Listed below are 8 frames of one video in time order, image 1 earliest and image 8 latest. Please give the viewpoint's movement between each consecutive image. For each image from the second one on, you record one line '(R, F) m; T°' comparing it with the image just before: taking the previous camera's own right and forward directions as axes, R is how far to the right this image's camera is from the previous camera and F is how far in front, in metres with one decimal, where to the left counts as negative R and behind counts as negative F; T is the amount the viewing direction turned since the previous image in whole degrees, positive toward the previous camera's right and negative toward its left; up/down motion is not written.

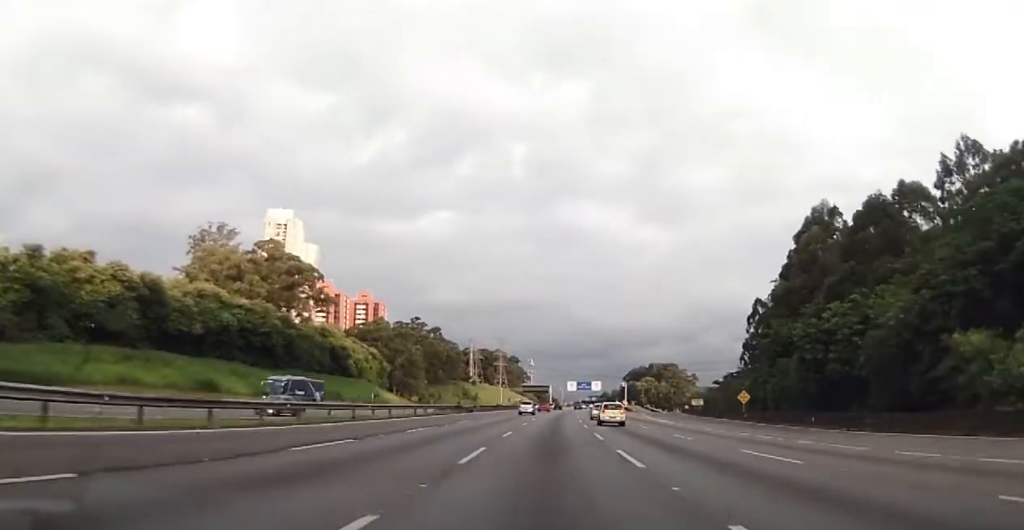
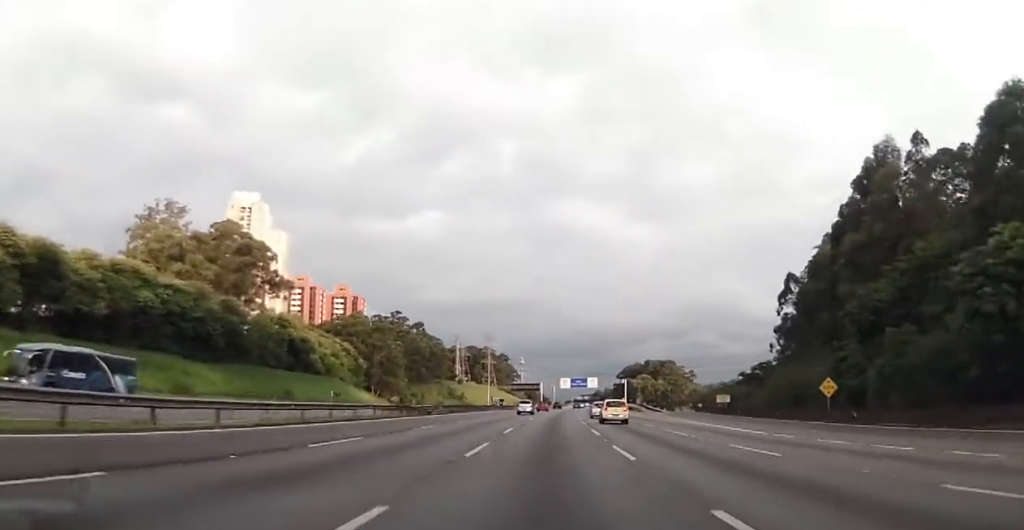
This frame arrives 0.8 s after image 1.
(+0.2, +23.5) m; +1°
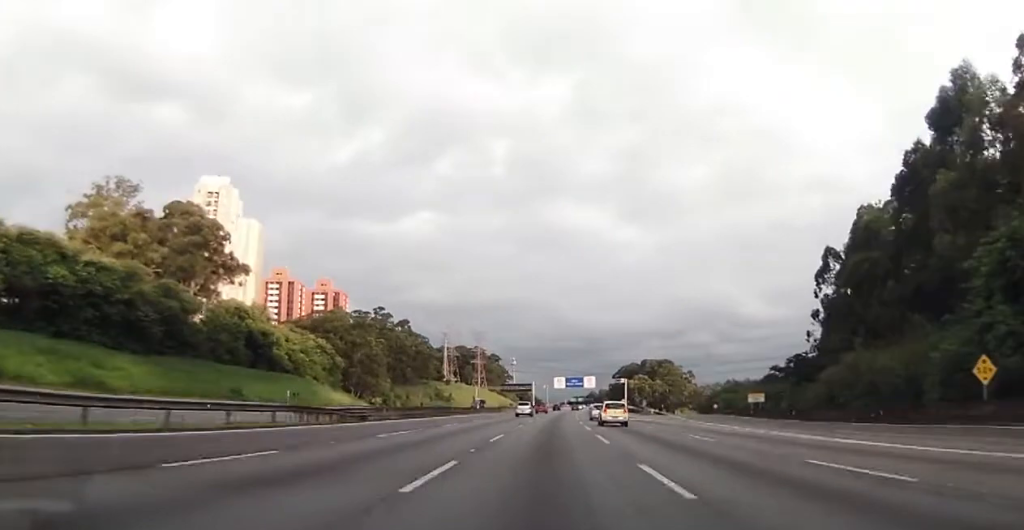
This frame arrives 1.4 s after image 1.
(-0.1, +19.2) m; +1°
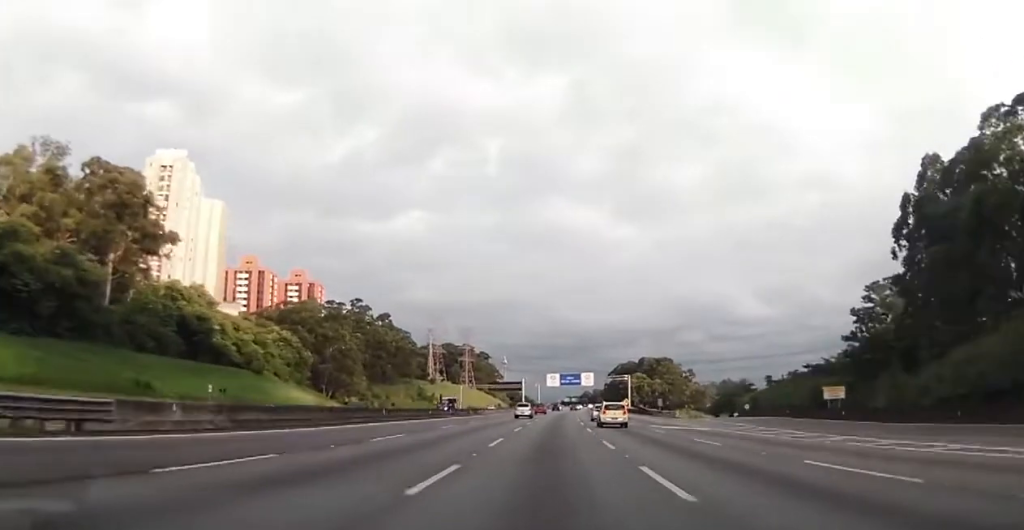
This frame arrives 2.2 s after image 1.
(+0.3, +24.9) m; +1°
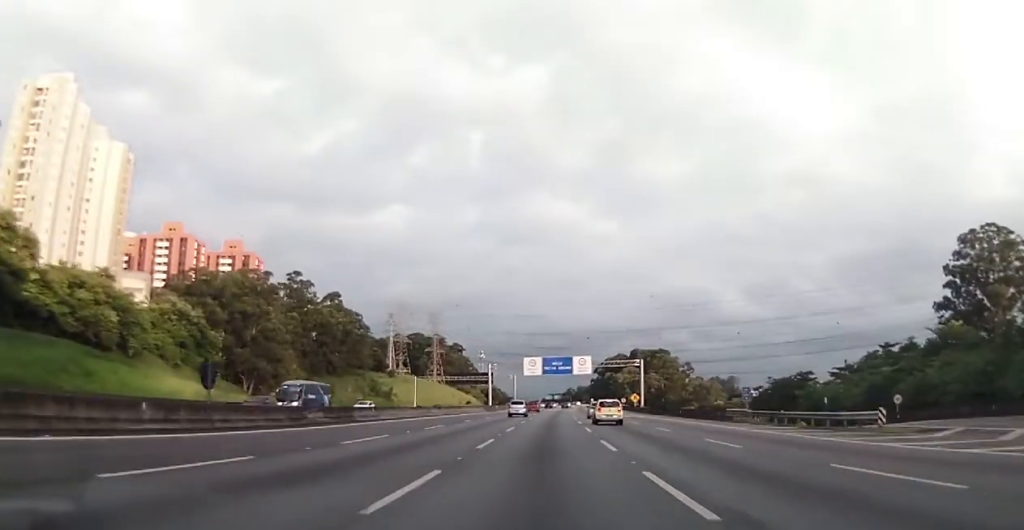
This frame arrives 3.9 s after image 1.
(+0.5, +49.6) m; +1°
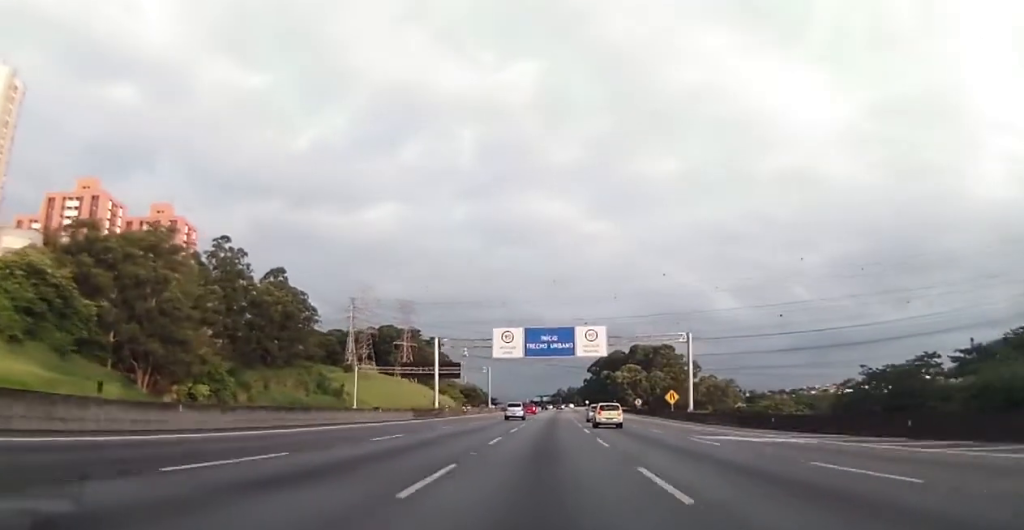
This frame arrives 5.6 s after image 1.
(+0.5, +47.0) m; +2°
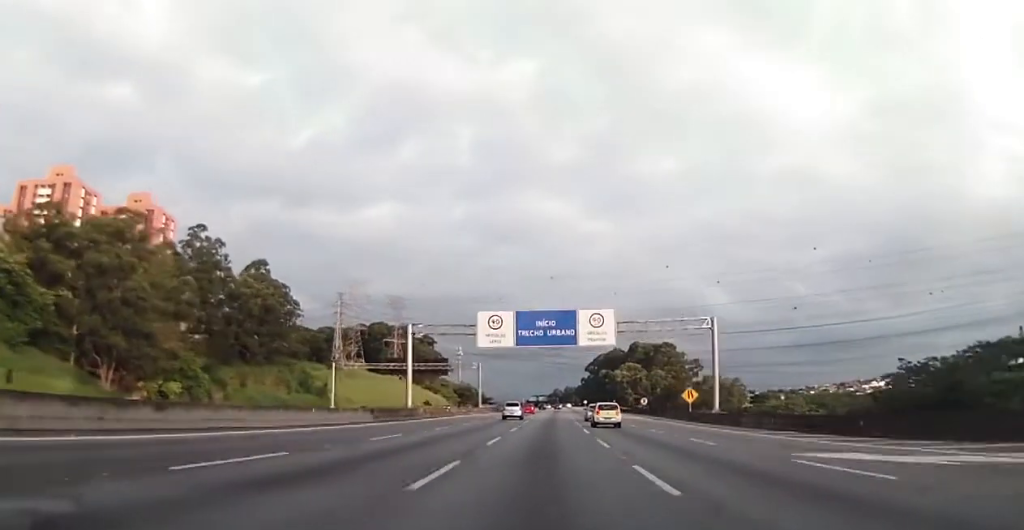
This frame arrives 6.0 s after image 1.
(+0.2, +11.9) m; 0°
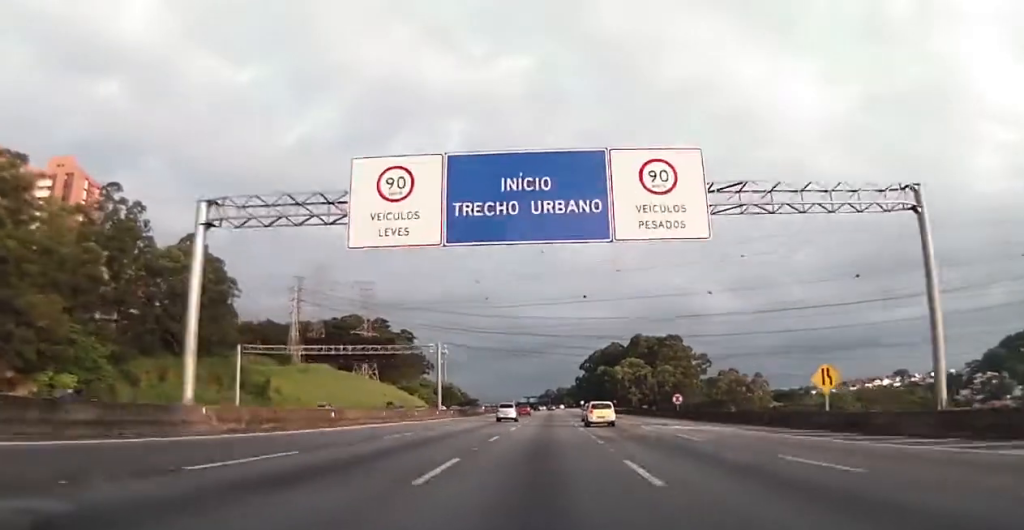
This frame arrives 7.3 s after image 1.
(+0.3, +35.6) m; 0°
